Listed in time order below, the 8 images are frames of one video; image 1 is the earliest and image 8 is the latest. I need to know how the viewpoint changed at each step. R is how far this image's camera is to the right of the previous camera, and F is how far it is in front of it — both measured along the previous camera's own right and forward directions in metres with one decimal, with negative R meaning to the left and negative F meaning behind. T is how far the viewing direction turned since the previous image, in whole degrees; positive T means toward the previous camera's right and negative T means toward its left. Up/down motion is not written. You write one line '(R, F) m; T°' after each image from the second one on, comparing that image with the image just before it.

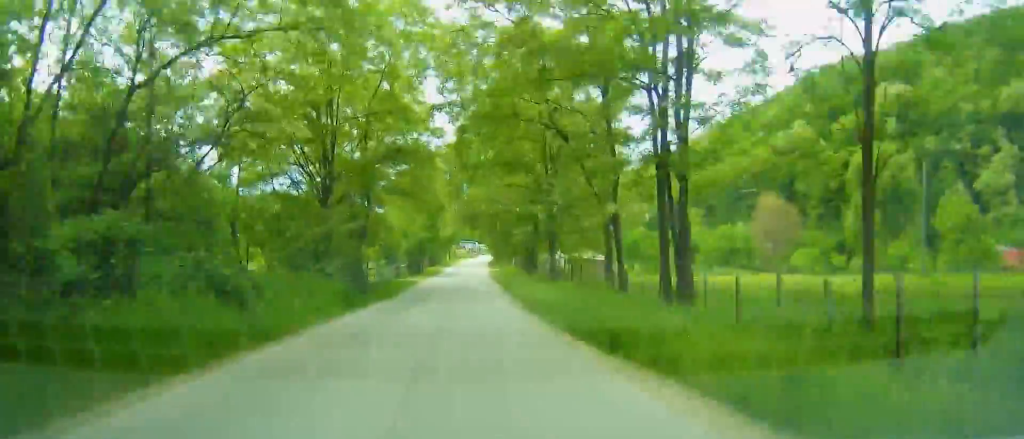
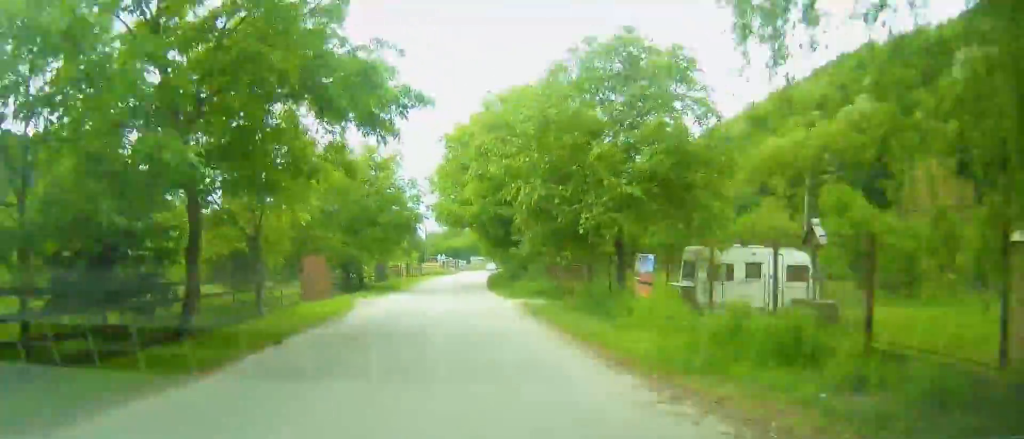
(+0.3, +50.0) m; +2°
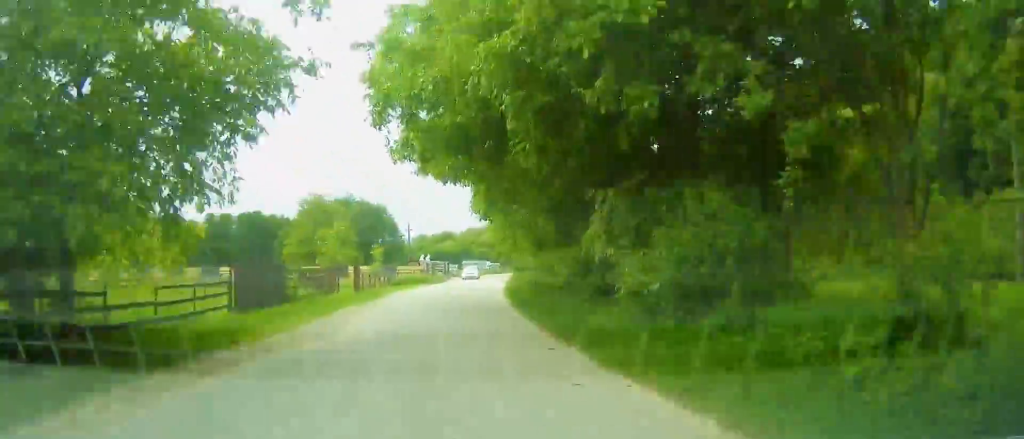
(+0.3, +28.7) m; +2°
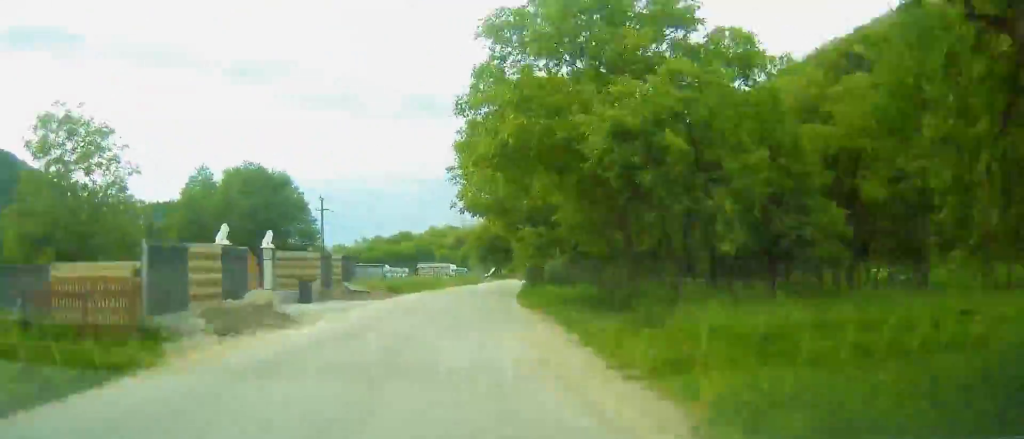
(+2.2, +54.4) m; +6°
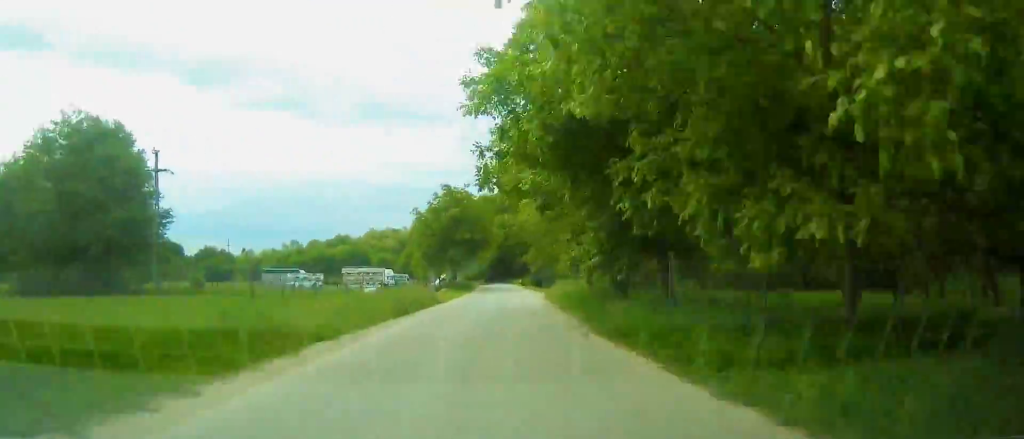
(+1.8, +36.5) m; +3°
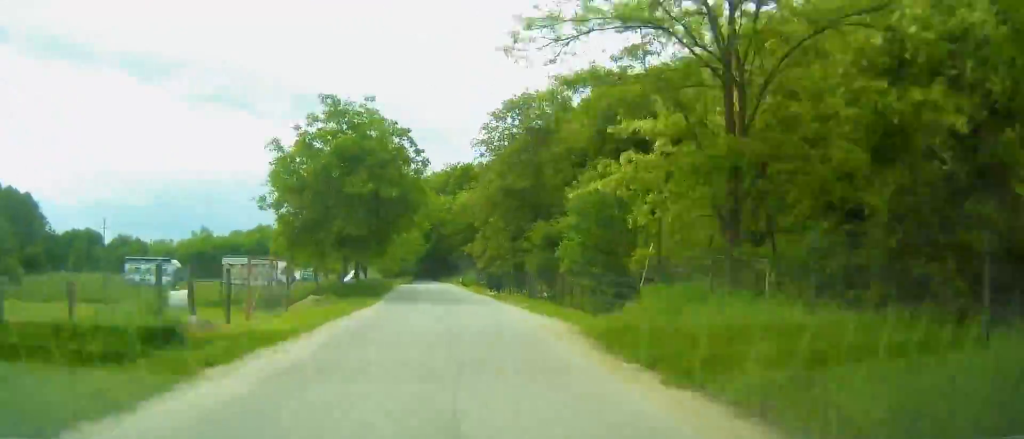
(+0.6, +27.1) m; +1°
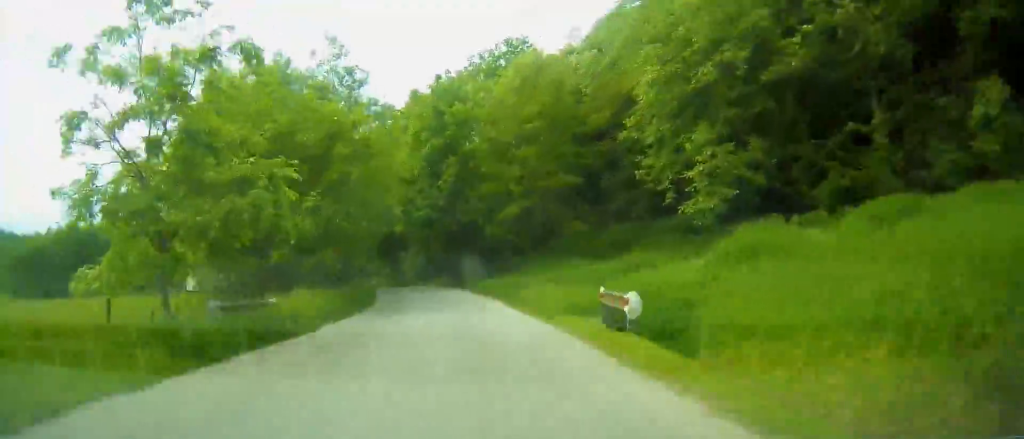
(-0.5, +68.0) m; -5°
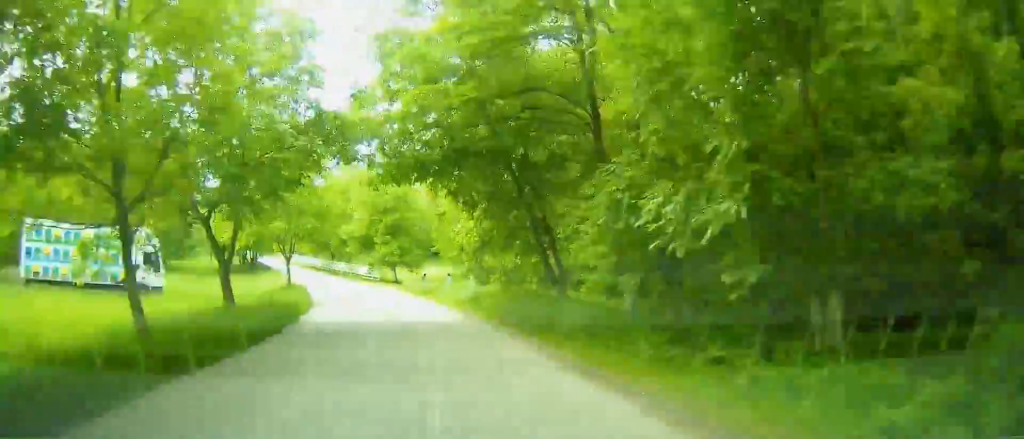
(-5.1, +52.7) m; -14°
